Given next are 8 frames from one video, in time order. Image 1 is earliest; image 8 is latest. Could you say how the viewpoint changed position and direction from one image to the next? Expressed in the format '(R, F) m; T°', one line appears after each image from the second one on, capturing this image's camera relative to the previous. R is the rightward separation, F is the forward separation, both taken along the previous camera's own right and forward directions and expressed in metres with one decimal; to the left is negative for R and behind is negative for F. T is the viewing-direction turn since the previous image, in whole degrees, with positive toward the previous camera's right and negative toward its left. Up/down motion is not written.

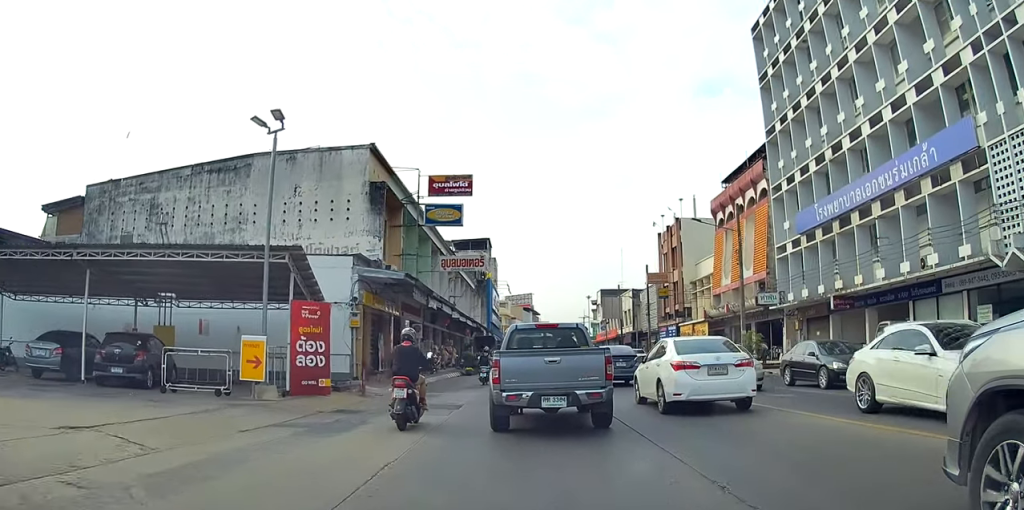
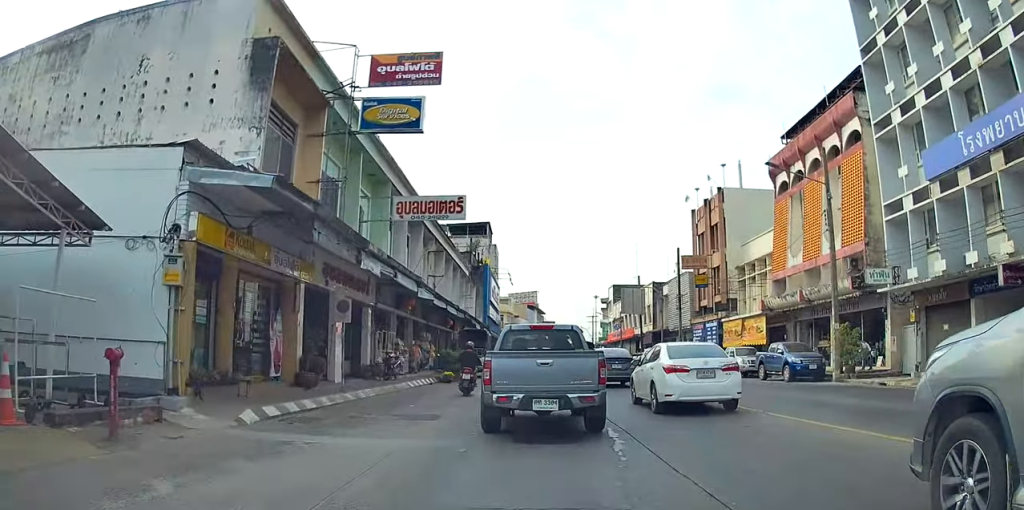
(-0.3, +12.7) m; +3°
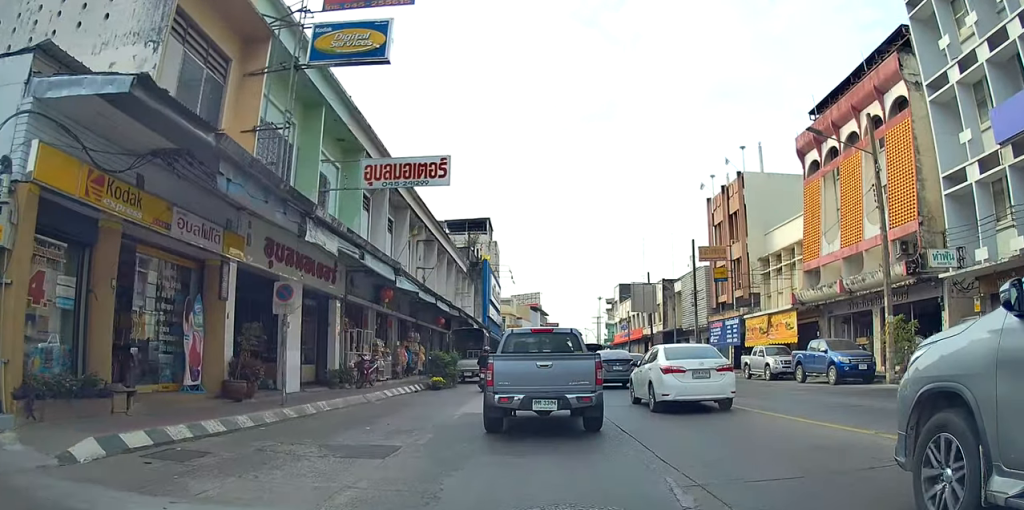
(0.0, +5.4) m; -5°
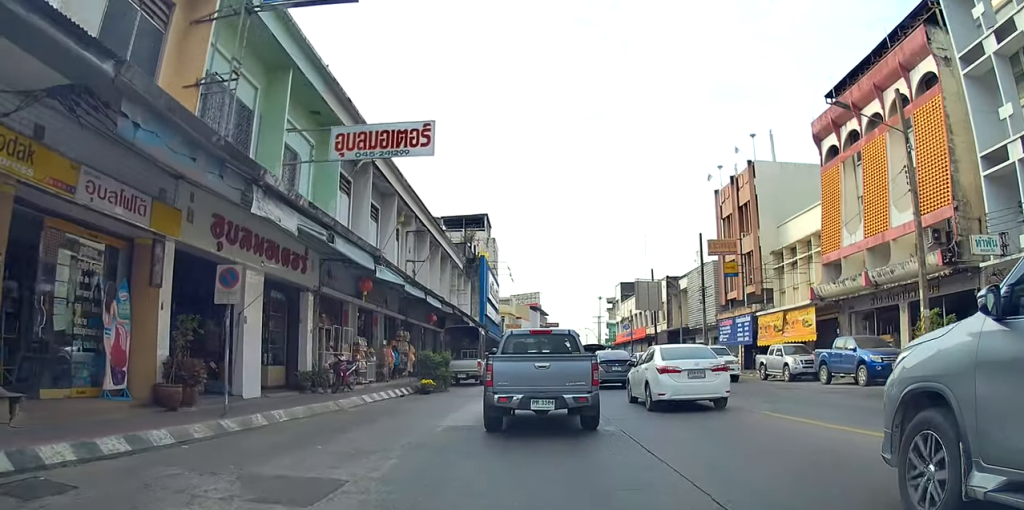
(+0.2, +2.8) m; -4°
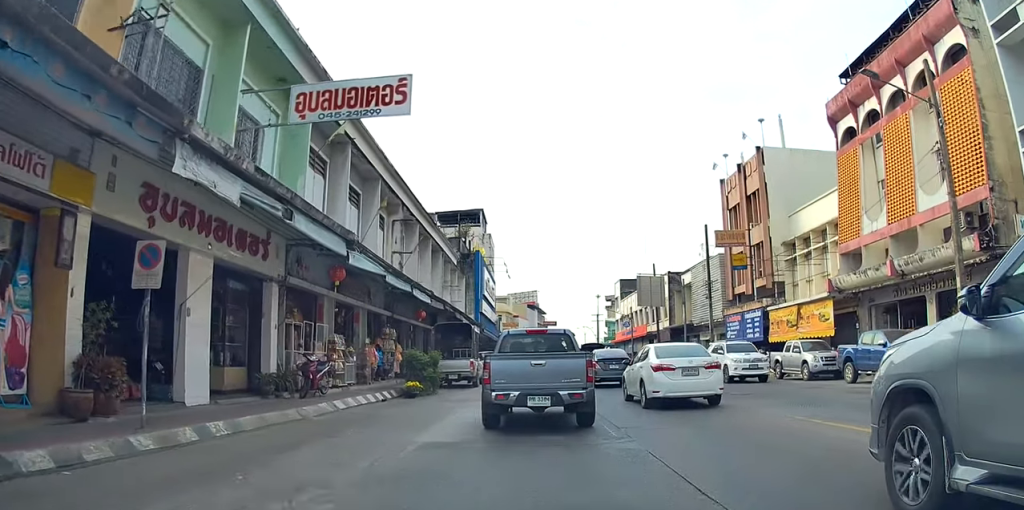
(-0.4, +3.1) m; -4°
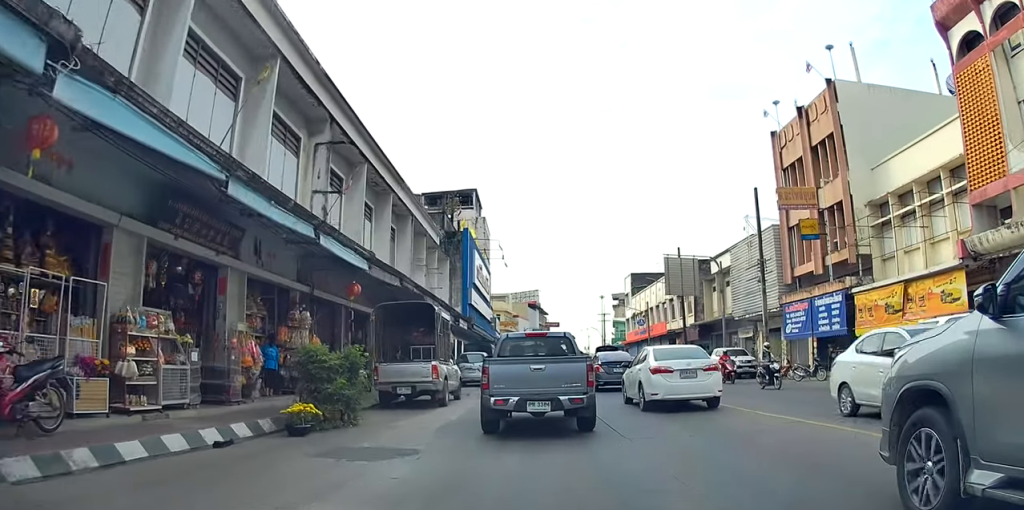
(-1.6, +12.7) m; -7°
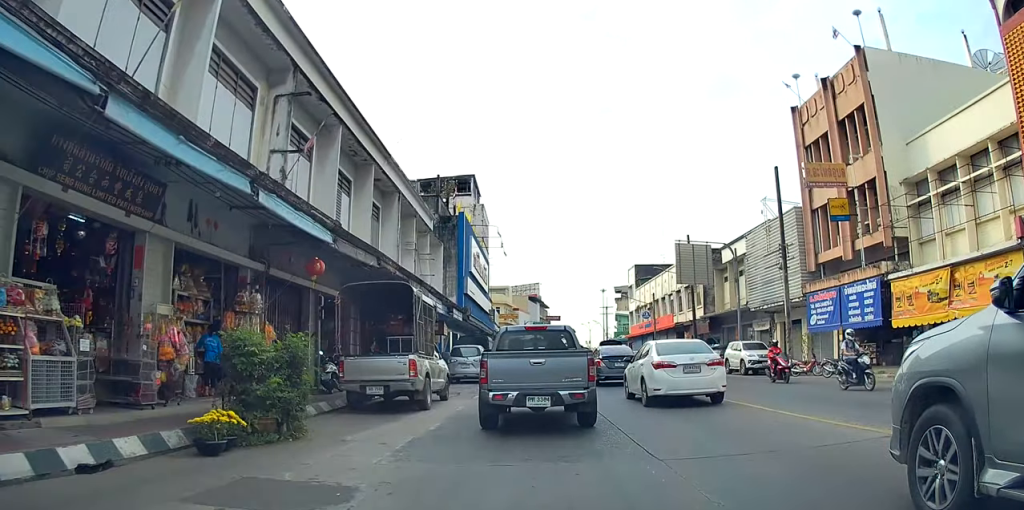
(+0.1, +4.0) m; +1°
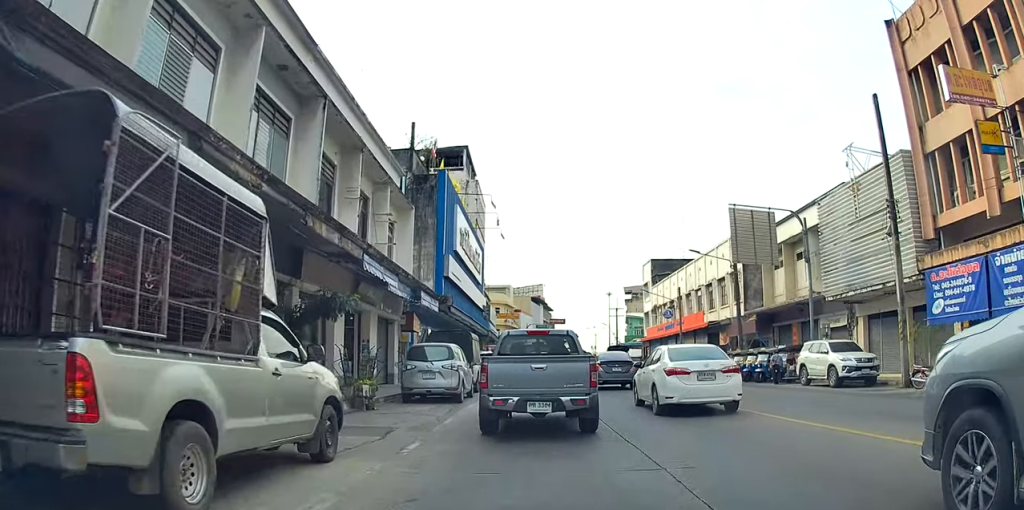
(+0.1, +12.9) m; -1°
